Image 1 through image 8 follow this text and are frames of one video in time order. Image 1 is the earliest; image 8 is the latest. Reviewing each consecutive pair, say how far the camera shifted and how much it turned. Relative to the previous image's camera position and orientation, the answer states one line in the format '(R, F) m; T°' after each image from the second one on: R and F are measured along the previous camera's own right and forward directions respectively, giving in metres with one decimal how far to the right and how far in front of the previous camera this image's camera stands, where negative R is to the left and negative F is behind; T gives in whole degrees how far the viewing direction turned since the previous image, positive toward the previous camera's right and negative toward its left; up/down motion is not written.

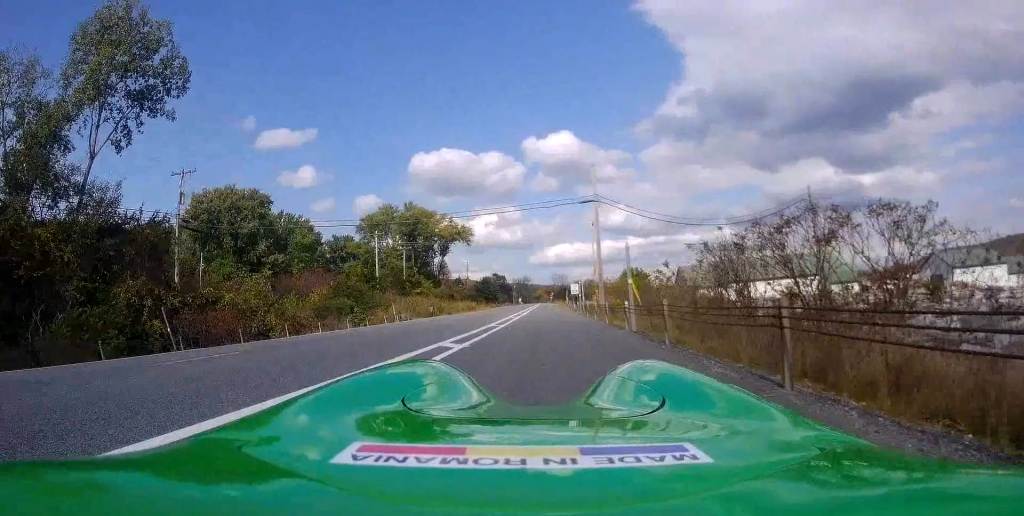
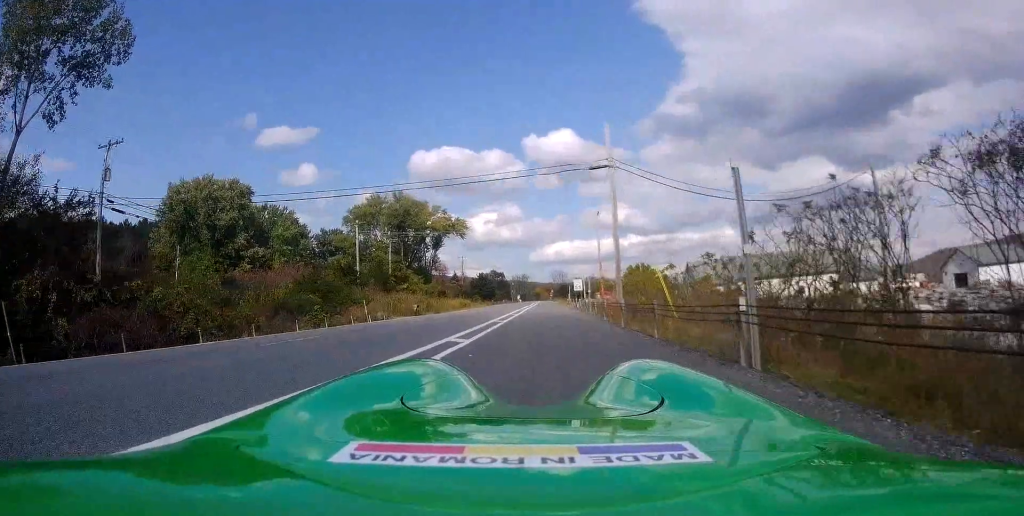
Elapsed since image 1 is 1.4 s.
(-0.4, +8.3) m; 0°
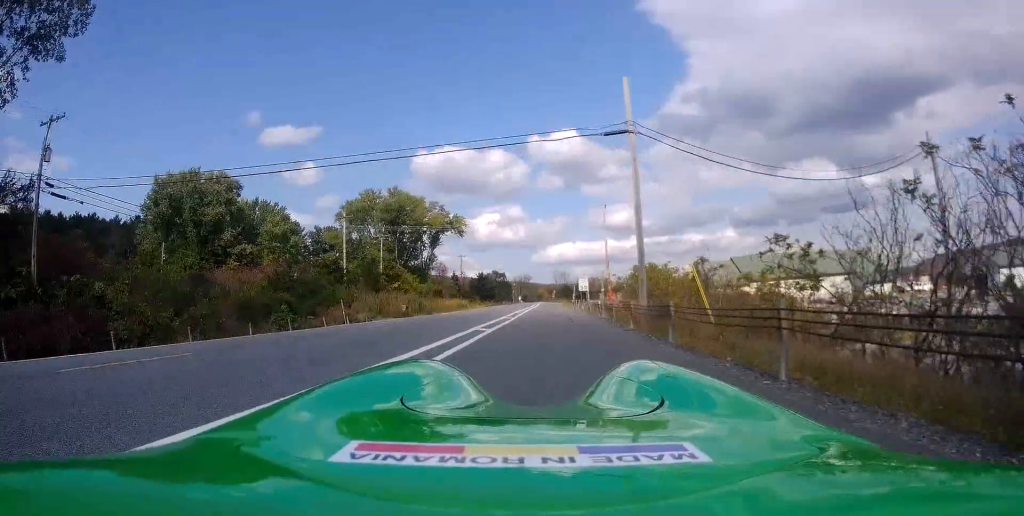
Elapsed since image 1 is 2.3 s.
(+0.3, +5.9) m; +3°
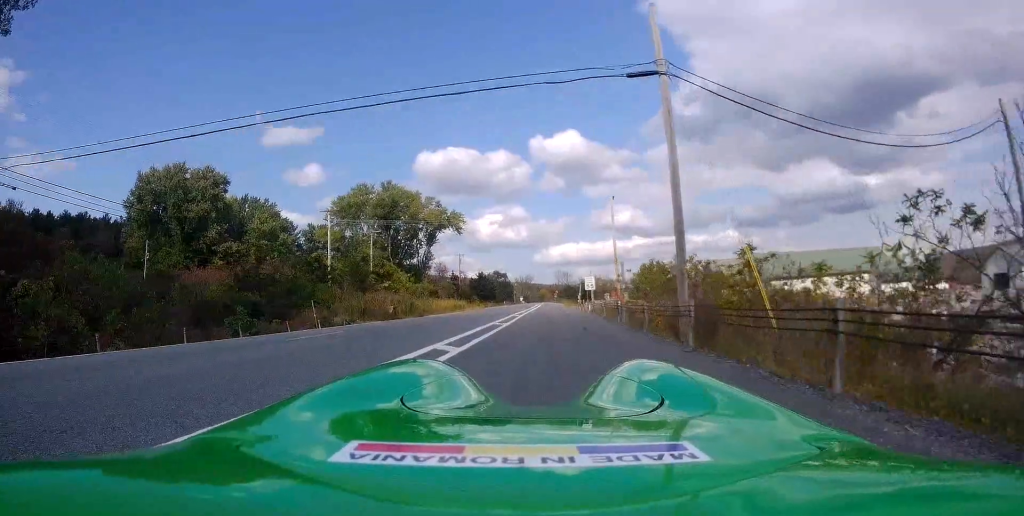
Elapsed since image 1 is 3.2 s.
(0.0, +5.7) m; 0°
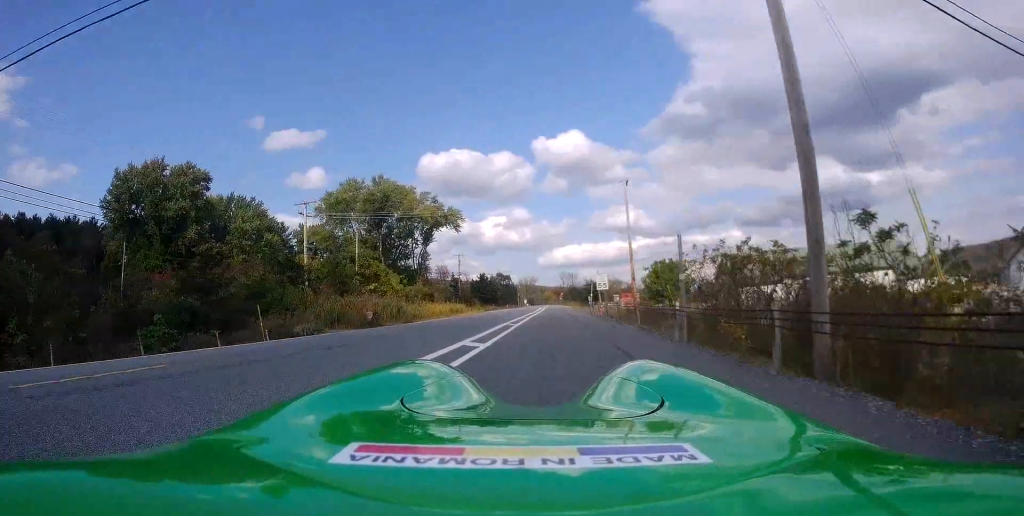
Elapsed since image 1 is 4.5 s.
(0.0, +7.8) m; 0°
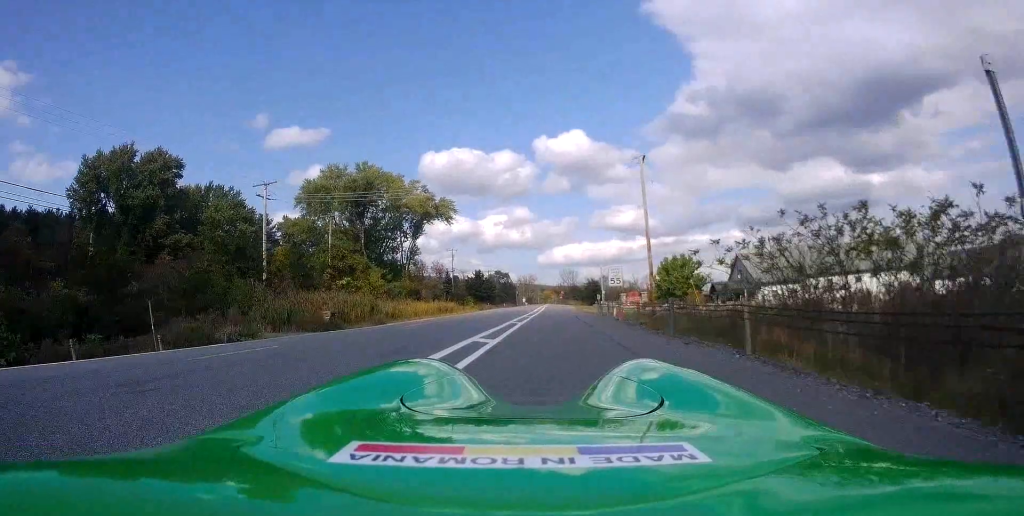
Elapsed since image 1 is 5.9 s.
(0.0, +8.6) m; 0°
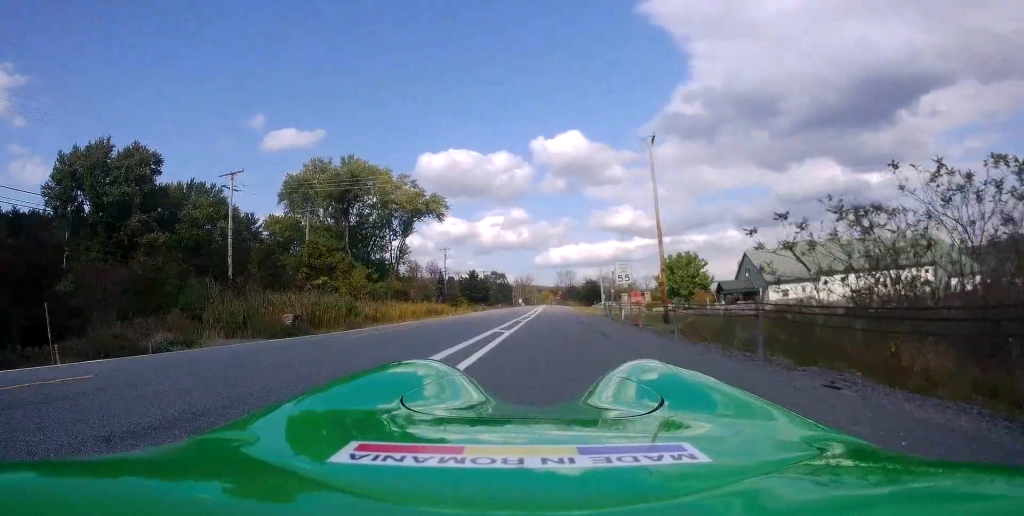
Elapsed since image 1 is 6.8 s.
(0.0, +5.3) m; 0°
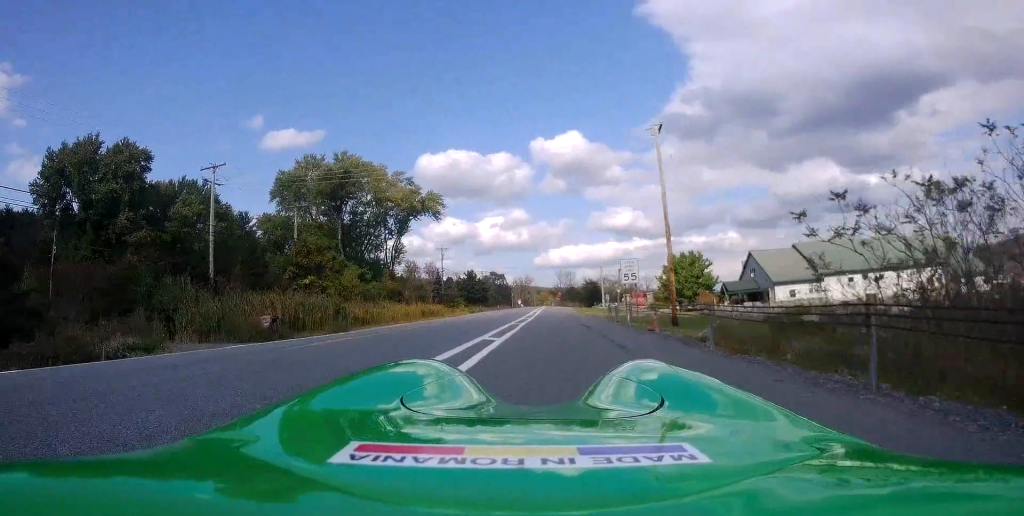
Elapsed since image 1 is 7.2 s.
(0.0, +2.5) m; 0°
